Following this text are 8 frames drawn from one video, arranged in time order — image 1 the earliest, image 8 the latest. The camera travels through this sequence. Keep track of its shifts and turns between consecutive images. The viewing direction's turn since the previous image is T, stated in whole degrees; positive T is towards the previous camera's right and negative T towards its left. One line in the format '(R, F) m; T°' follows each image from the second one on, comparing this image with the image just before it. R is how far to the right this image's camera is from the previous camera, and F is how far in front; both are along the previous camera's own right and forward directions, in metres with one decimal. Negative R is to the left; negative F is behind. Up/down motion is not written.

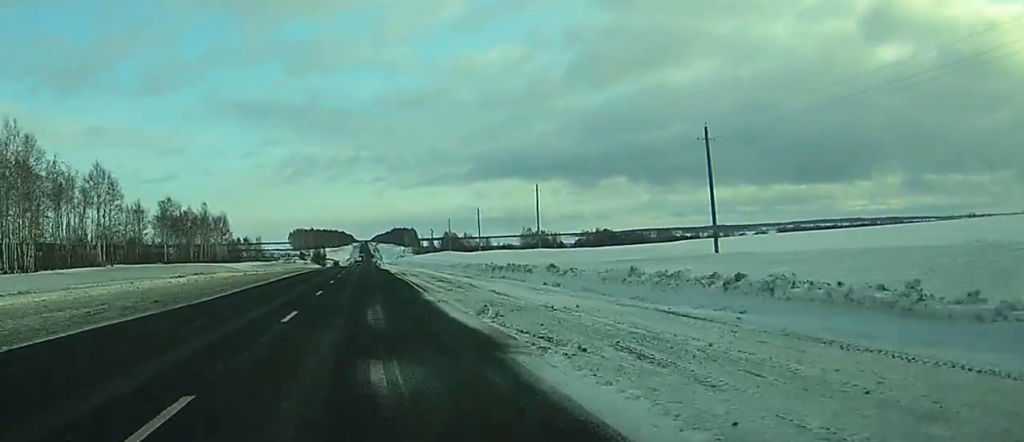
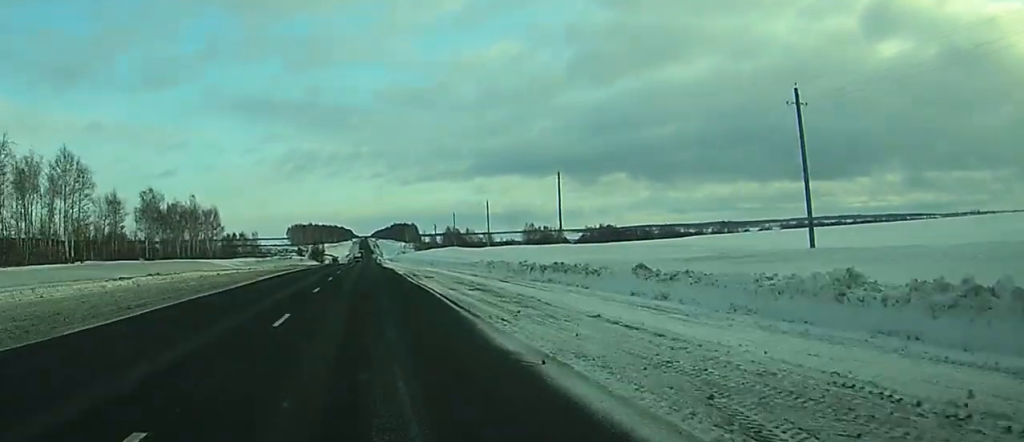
(0.0, +13.7) m; 0°
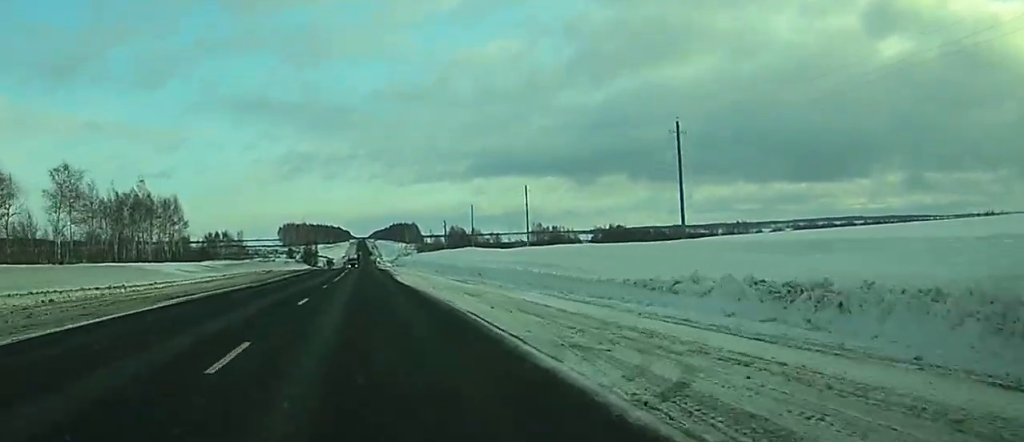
(0.0, +42.2) m; 0°
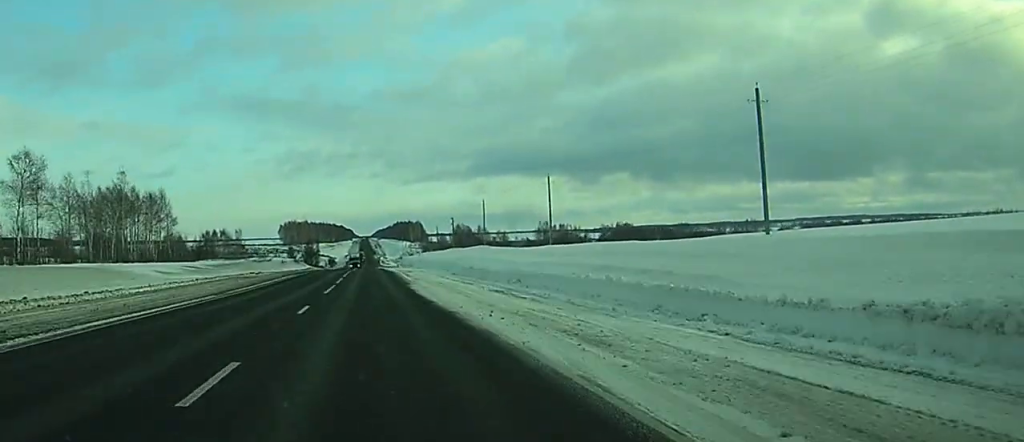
(0.0, +13.7) m; 0°
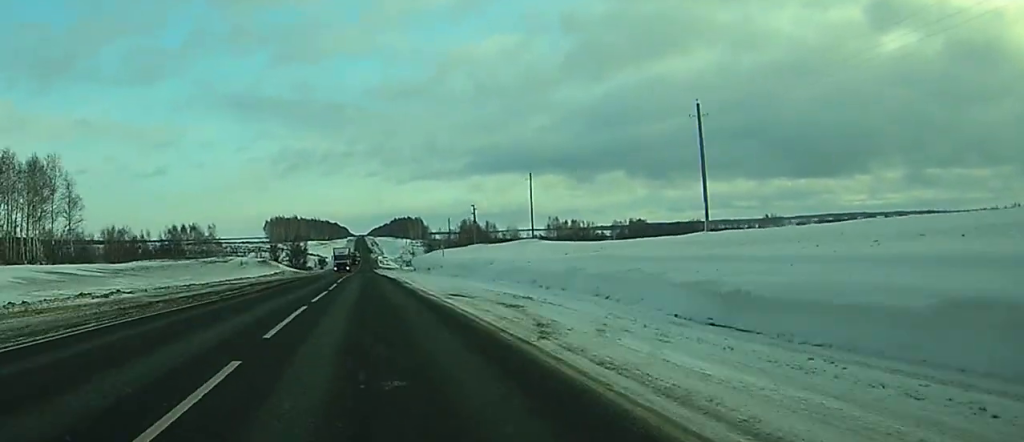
(+0.2, +53.5) m; 0°
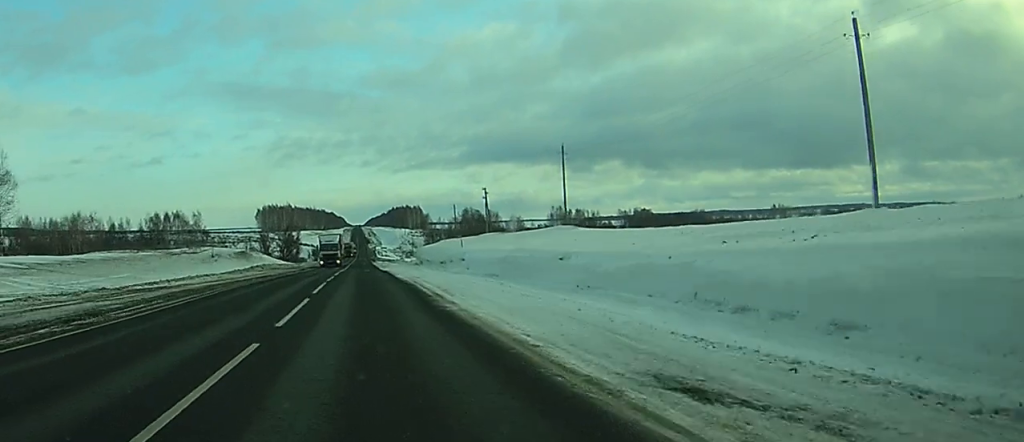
(-0.1, +21.6) m; 0°
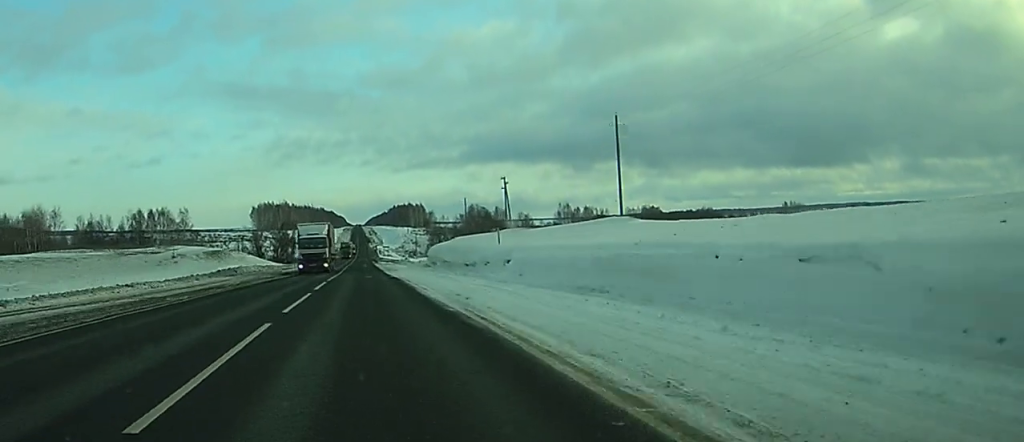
(0.0, +21.6) m; 0°
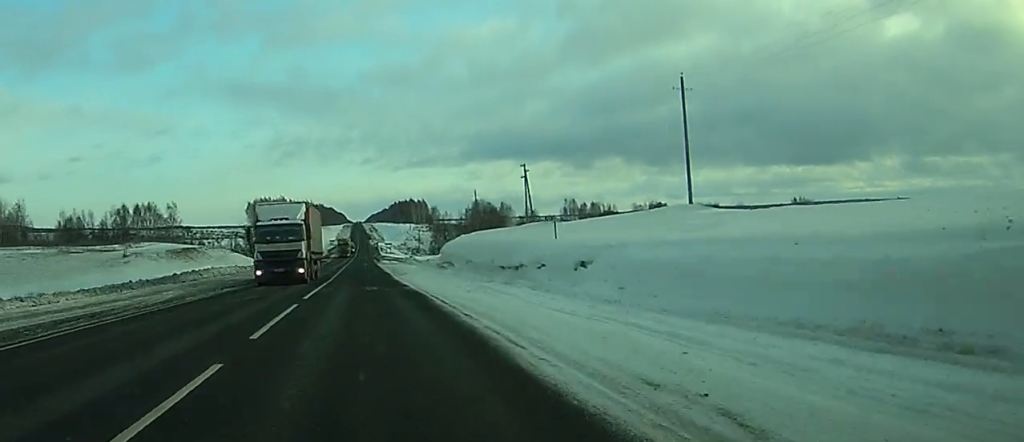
(0.0, +17.0) m; 0°
